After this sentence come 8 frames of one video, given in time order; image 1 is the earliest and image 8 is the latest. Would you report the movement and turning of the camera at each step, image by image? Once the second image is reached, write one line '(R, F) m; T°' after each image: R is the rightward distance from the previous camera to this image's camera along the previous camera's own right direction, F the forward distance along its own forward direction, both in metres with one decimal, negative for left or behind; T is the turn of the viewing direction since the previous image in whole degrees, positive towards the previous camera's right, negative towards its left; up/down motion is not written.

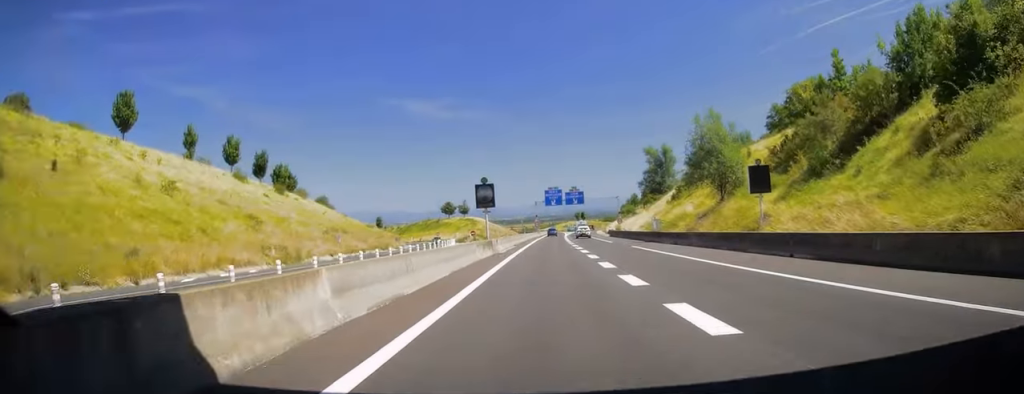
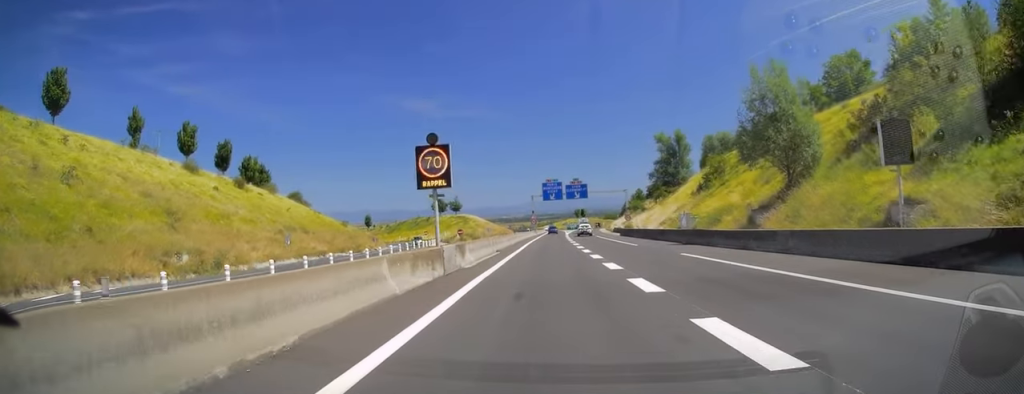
(+0.1, +14.8) m; 0°
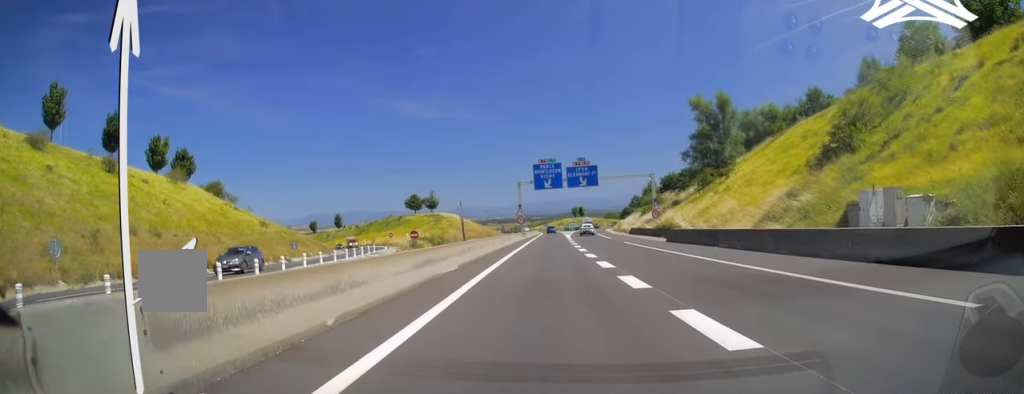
(+0.1, +31.6) m; 0°
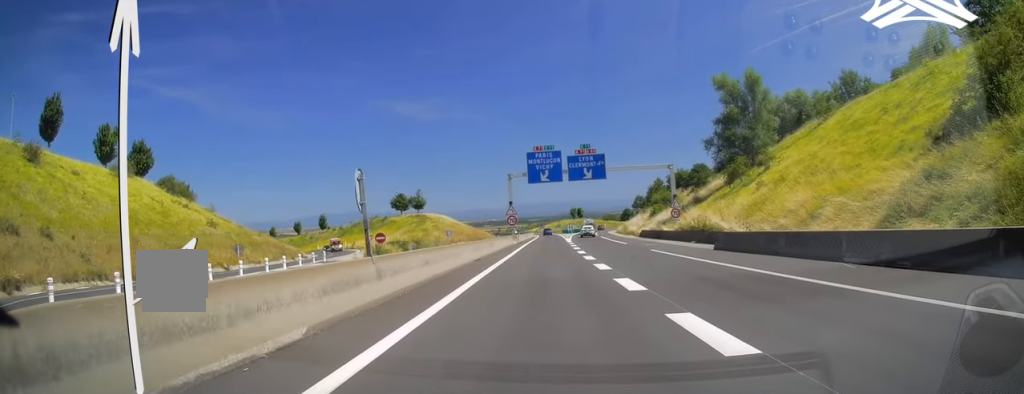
(0.0, +13.0) m; 0°
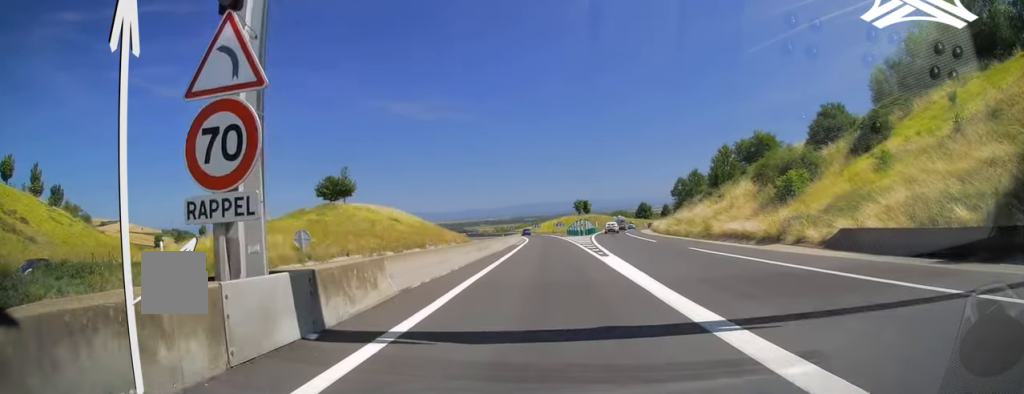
(+0.5, +53.5) m; 0°
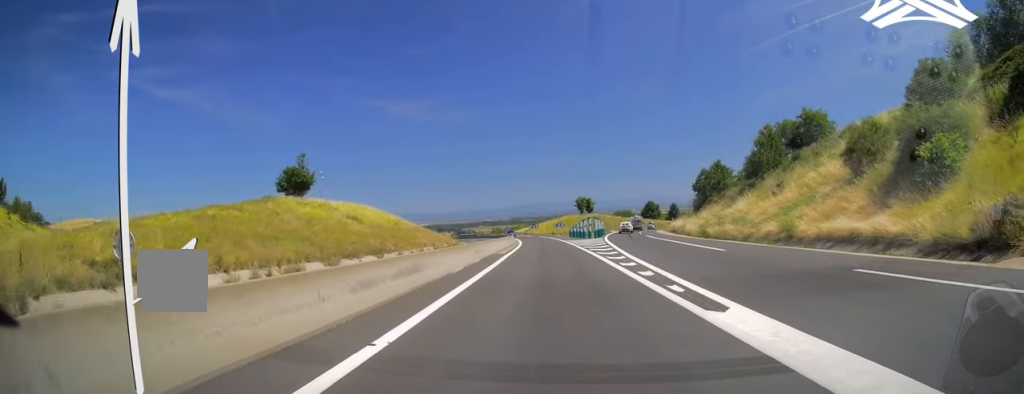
(-0.1, +17.3) m; +1°
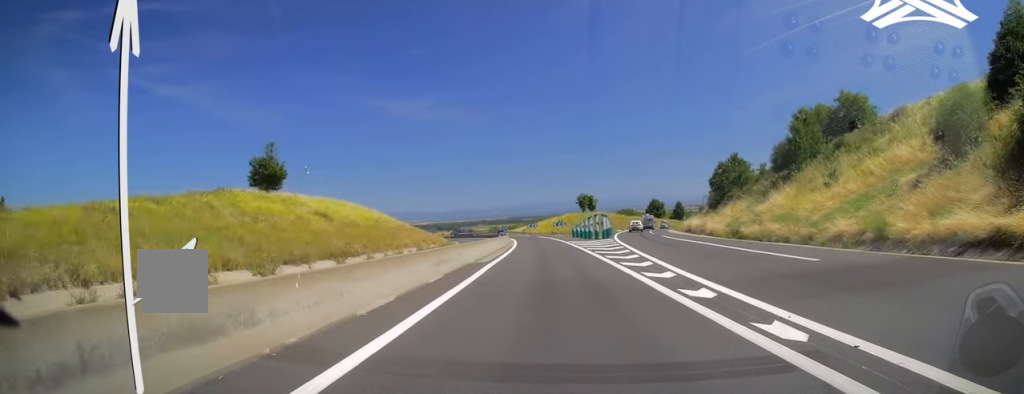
(0.0, +9.7) m; 0°
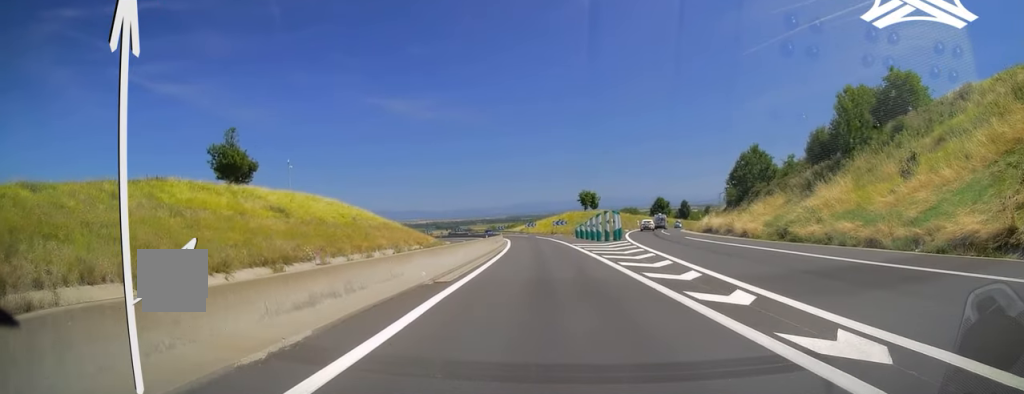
(+0.2, +9.7) m; 0°
